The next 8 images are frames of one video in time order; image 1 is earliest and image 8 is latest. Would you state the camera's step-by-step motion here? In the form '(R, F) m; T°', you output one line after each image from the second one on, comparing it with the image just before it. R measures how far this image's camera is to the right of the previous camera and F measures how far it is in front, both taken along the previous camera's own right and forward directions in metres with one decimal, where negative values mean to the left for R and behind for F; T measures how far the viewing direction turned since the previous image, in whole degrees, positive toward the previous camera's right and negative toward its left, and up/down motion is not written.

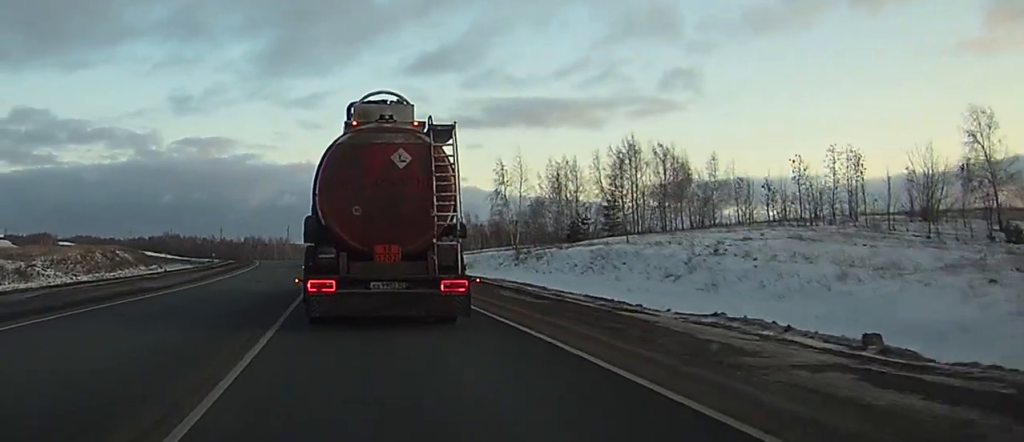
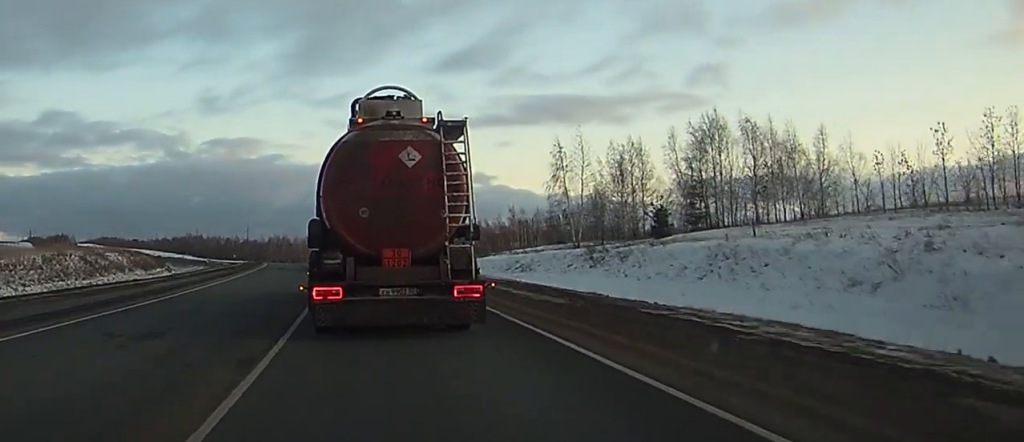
(-0.3, +20.4) m; -1°
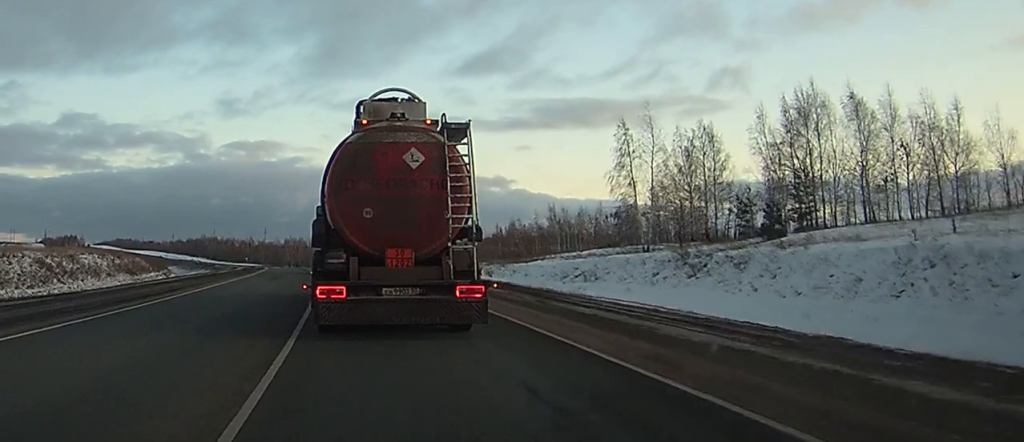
(-0.3, +19.5) m; -2°
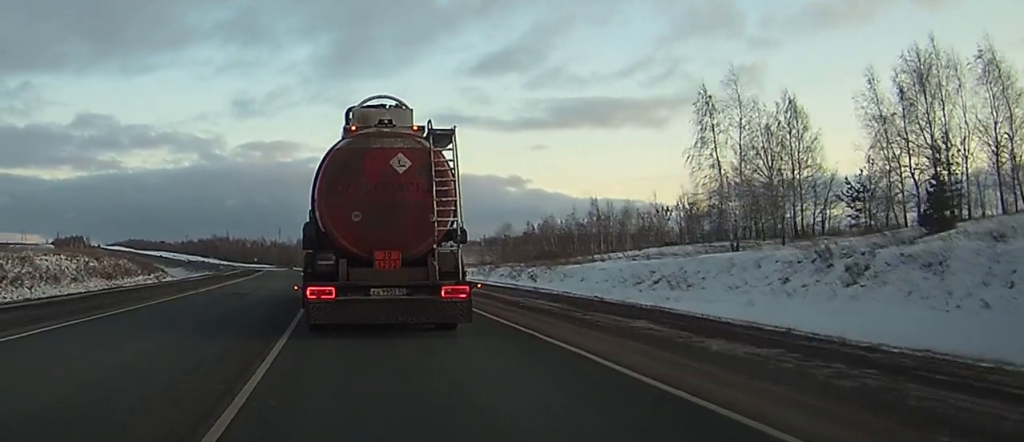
(-0.3, +18.1) m; -2°
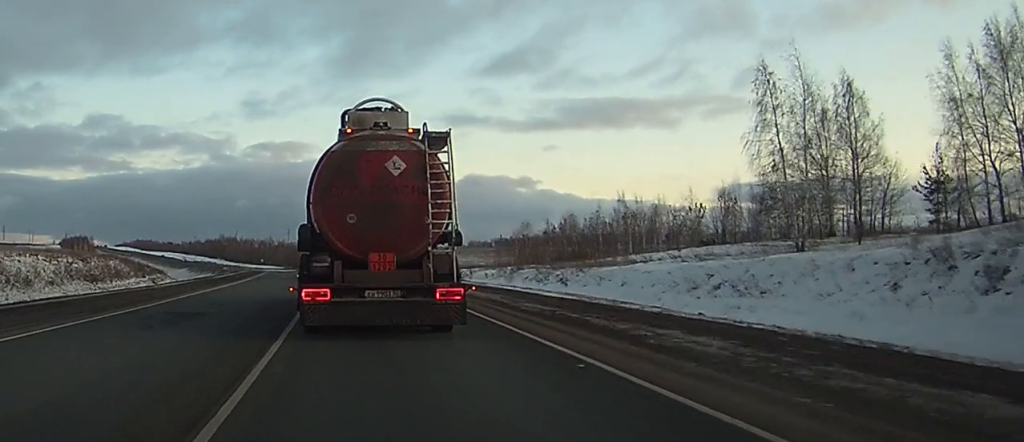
(-0.1, +9.2) m; -1°
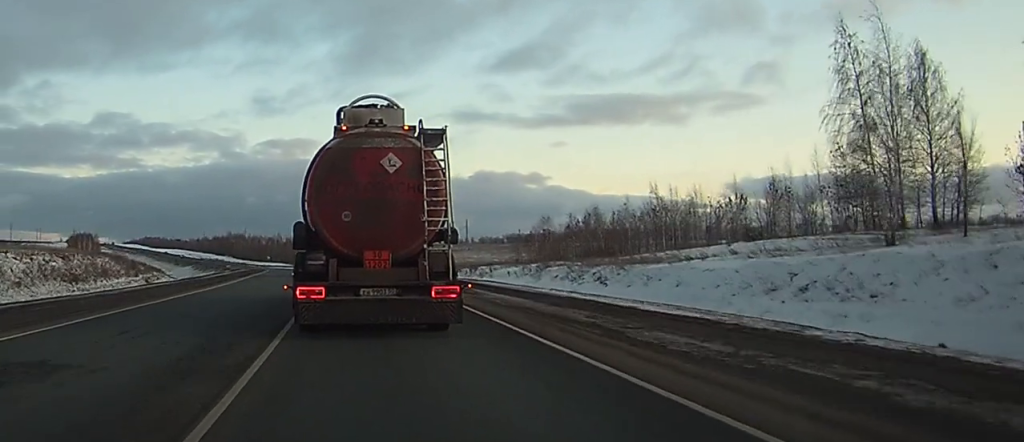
(-0.1, +9.7) m; -1°
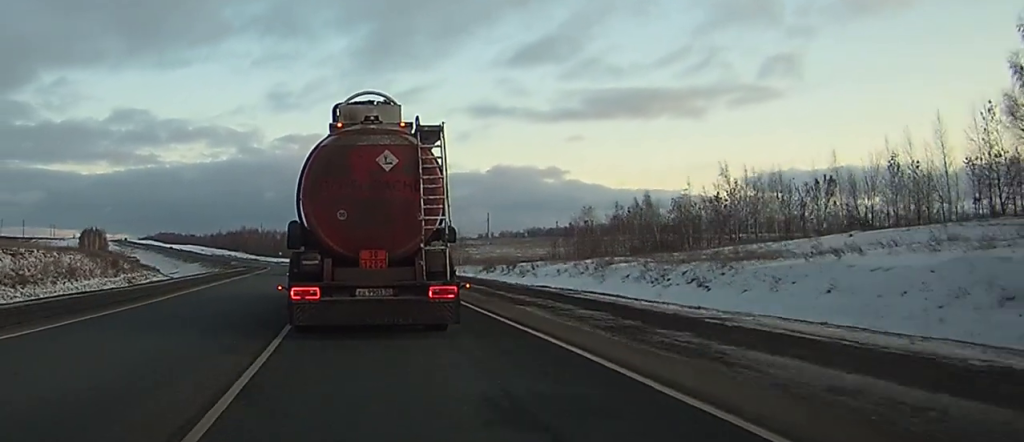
(-0.1, +17.3) m; -1°
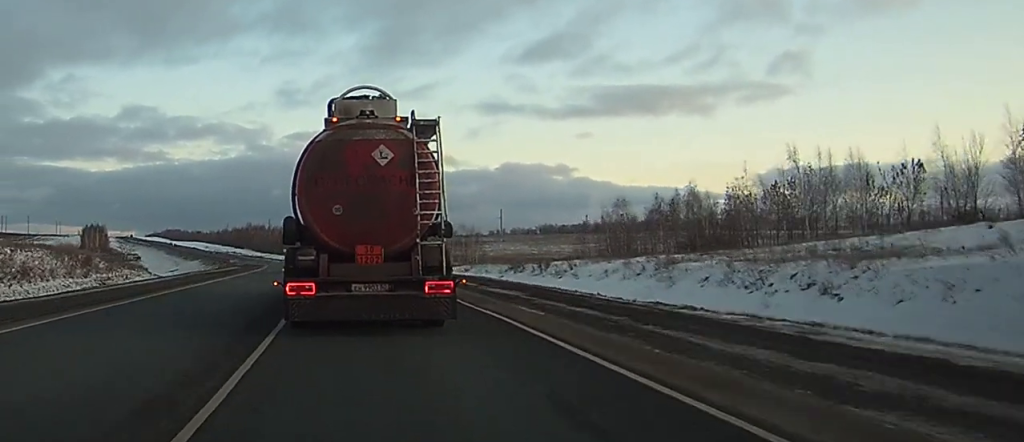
(-0.1, +14.1) m; -1°
